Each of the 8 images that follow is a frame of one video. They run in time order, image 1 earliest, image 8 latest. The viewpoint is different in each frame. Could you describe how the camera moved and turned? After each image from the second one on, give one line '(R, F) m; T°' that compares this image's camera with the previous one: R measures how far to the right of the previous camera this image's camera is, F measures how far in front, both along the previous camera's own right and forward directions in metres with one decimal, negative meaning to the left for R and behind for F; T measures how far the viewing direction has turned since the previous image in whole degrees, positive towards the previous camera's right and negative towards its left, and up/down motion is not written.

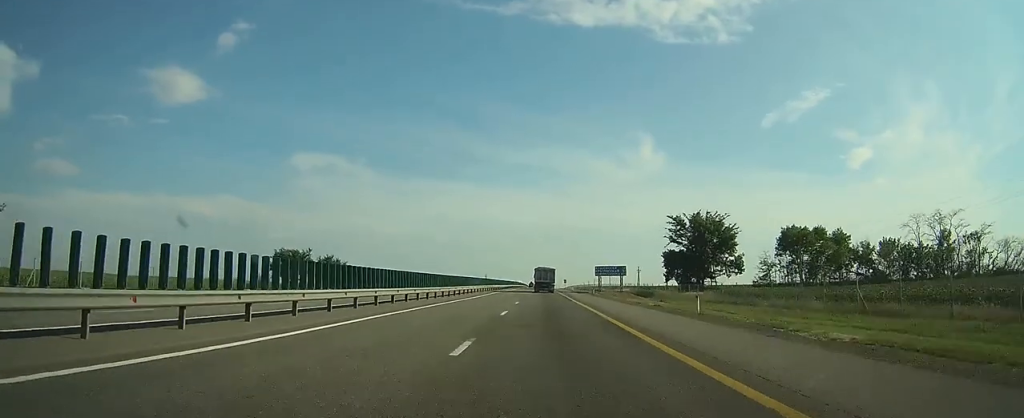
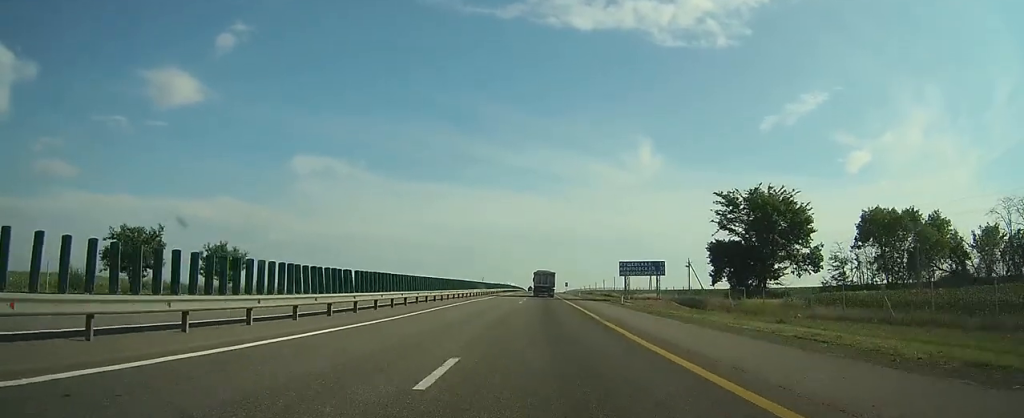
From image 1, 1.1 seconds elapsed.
(-0.1, +27.0) m; 0°
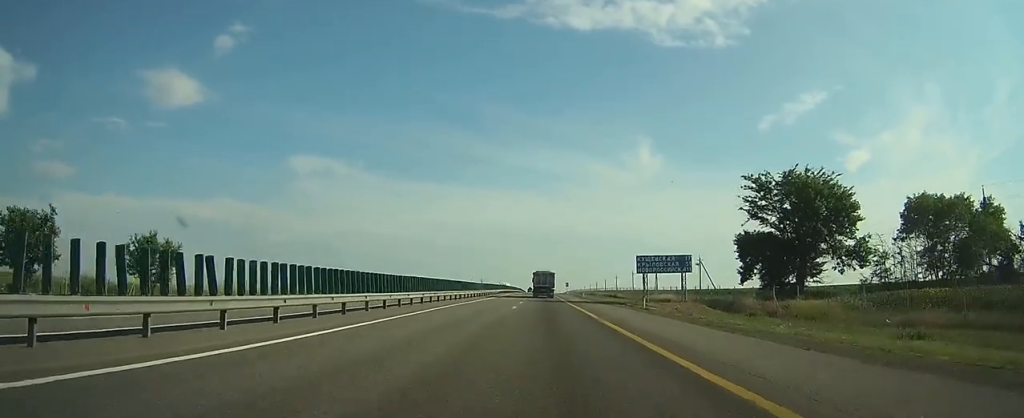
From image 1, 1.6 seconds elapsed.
(0.0, +10.3) m; 0°
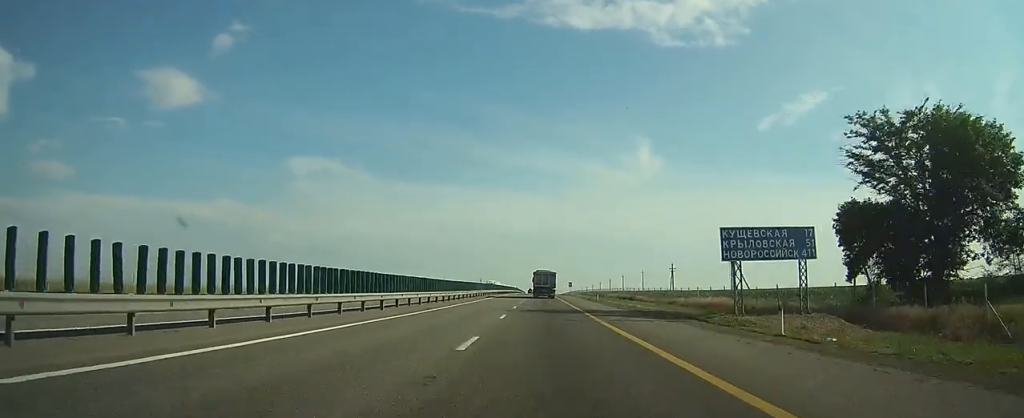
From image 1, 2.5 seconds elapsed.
(0.0, +21.5) m; 0°
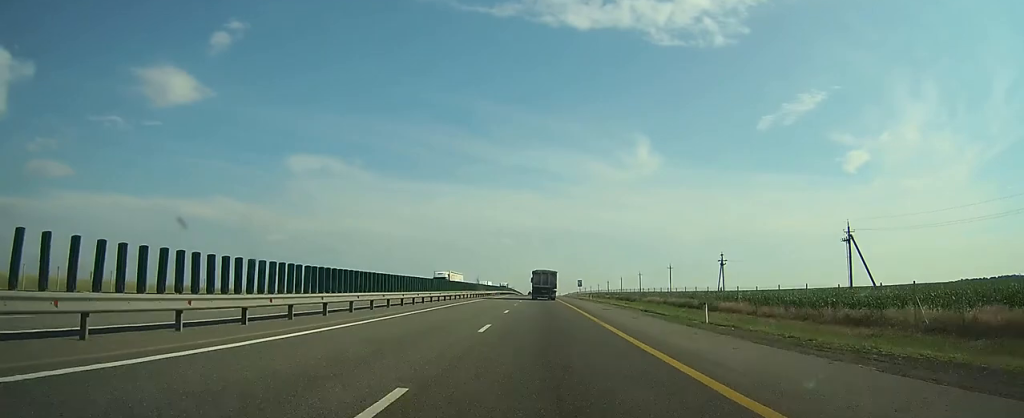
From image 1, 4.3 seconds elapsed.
(0.0, +43.1) m; 0°
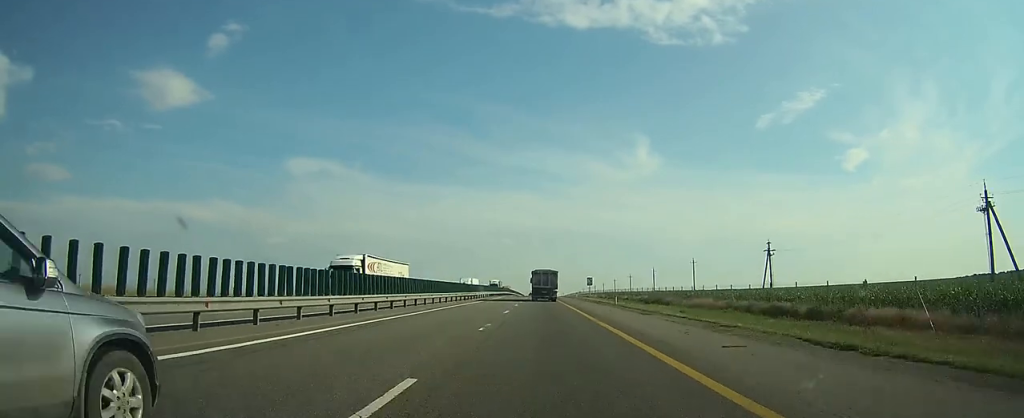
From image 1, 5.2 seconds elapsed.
(0.0, +23.3) m; 0°
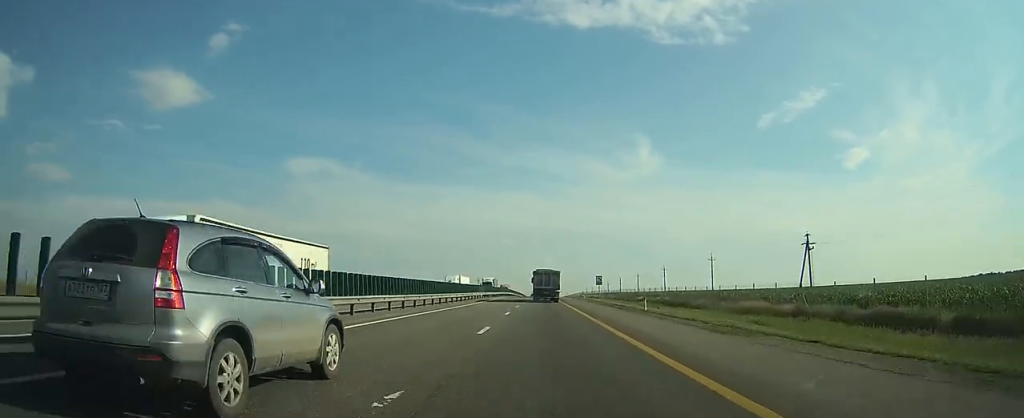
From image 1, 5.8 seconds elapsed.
(0.0, +12.8) m; 0°
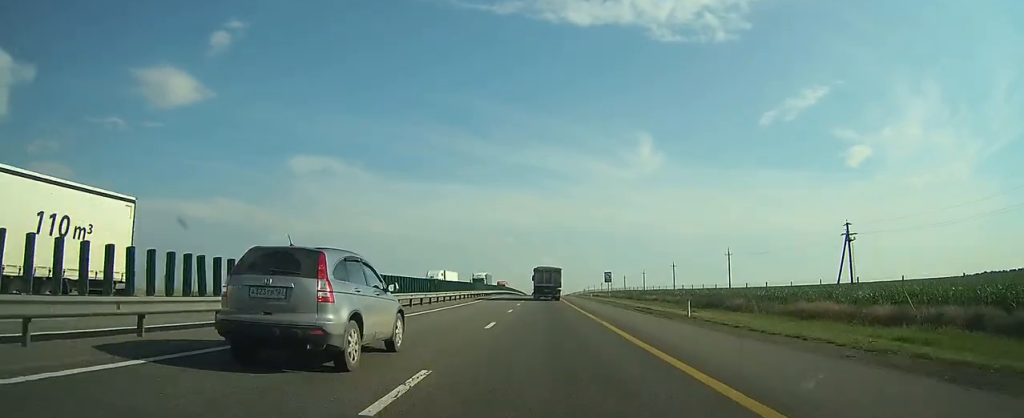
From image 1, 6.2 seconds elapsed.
(0.0, +10.4) m; 0°
